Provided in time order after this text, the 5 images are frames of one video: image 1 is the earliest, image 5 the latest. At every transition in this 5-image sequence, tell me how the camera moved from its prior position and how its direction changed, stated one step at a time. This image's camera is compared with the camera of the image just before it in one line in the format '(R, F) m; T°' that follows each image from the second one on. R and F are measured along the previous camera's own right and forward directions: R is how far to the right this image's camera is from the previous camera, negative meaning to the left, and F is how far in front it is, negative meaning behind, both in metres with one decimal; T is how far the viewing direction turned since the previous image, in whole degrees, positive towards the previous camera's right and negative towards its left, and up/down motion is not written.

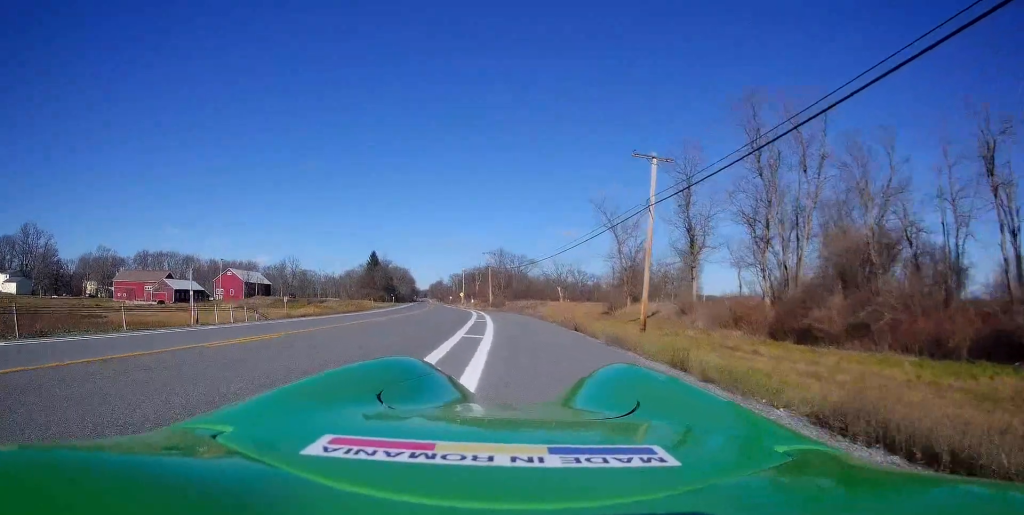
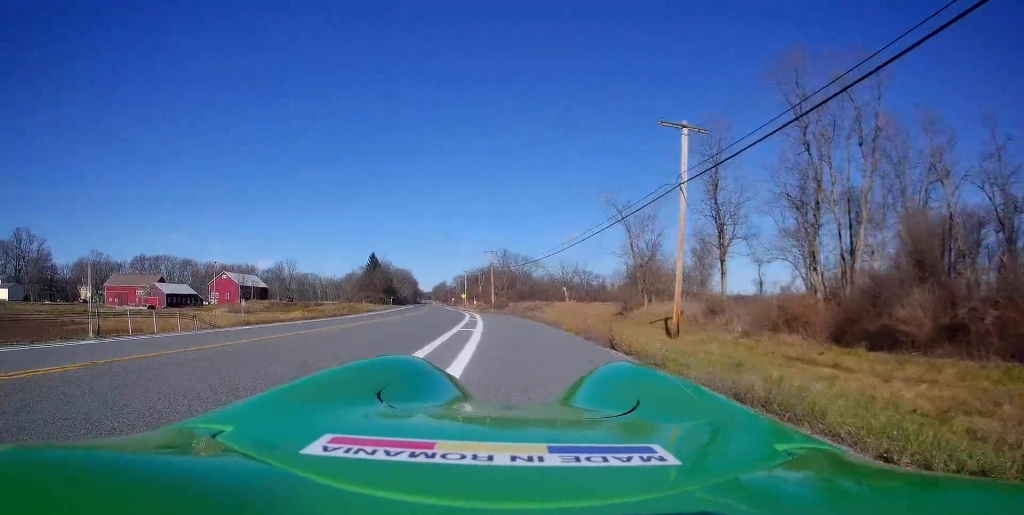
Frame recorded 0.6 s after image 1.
(+0.4, +5.9) m; 0°
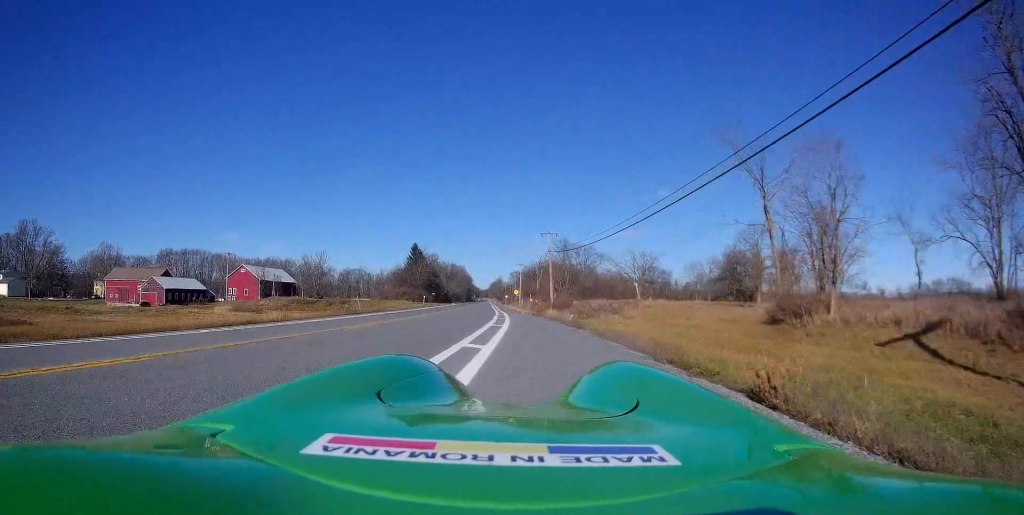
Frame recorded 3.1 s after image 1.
(-1.0, +23.9) m; -5°
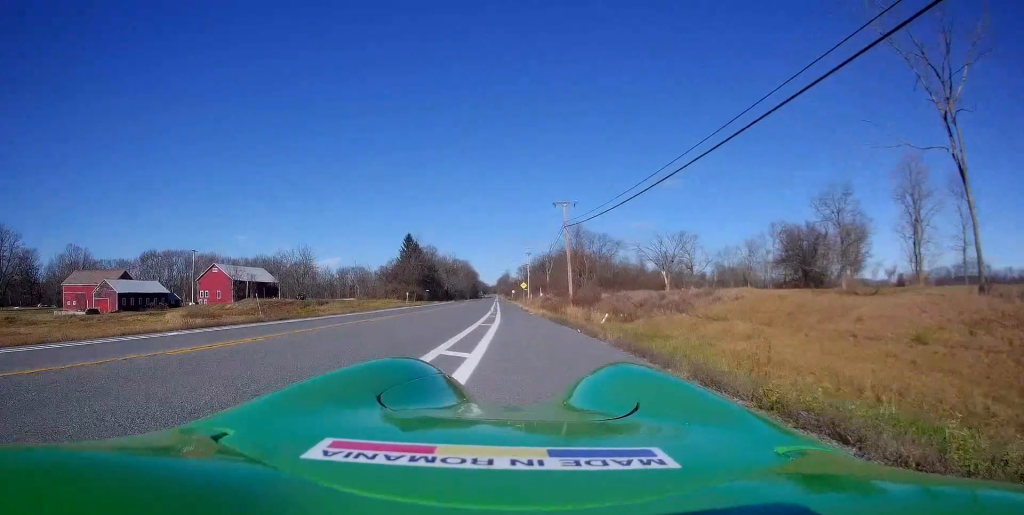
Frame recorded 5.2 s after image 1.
(-0.4, +20.3) m; +1°
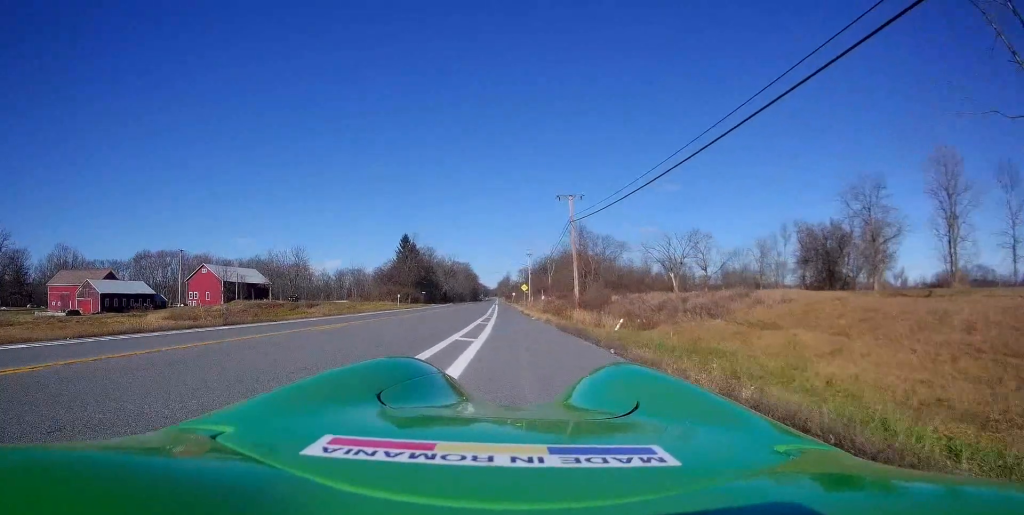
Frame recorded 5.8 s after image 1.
(0.0, +5.6) m; 0°
